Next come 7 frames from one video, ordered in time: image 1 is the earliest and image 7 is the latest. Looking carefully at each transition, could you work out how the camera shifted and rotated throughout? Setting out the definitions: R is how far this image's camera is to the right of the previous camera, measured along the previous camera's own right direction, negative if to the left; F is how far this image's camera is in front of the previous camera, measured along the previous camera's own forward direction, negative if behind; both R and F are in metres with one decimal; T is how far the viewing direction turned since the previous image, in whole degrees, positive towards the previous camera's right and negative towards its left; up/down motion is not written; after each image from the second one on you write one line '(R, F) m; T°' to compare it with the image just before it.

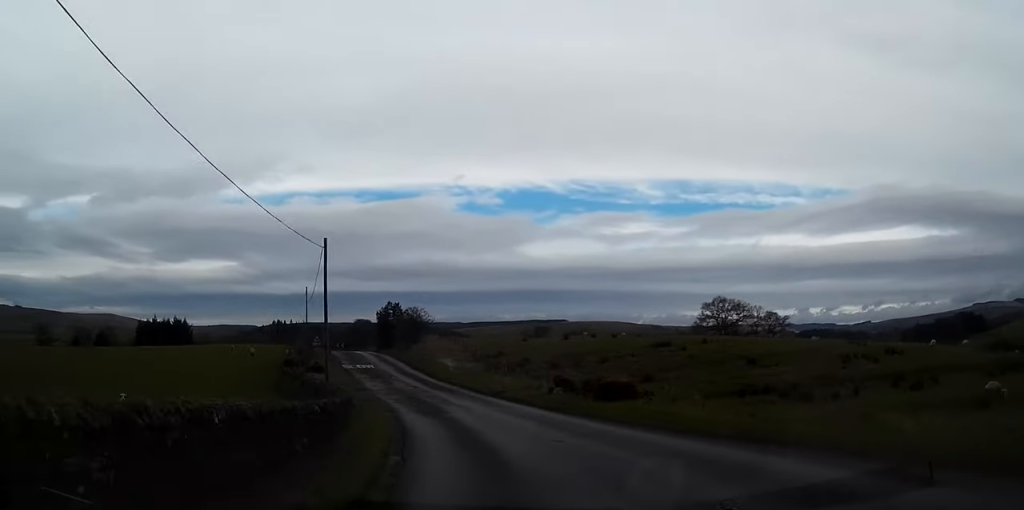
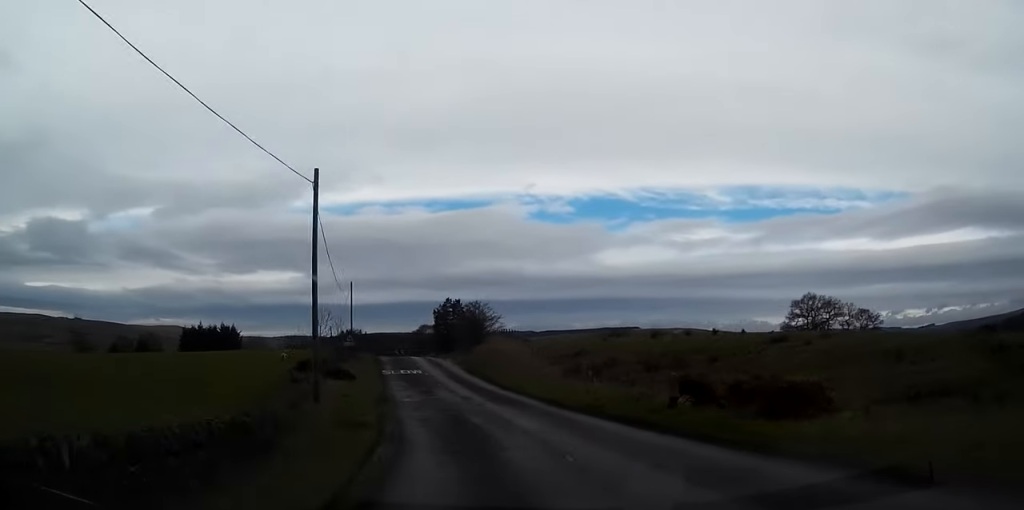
(+0.1, +12.2) m; -4°
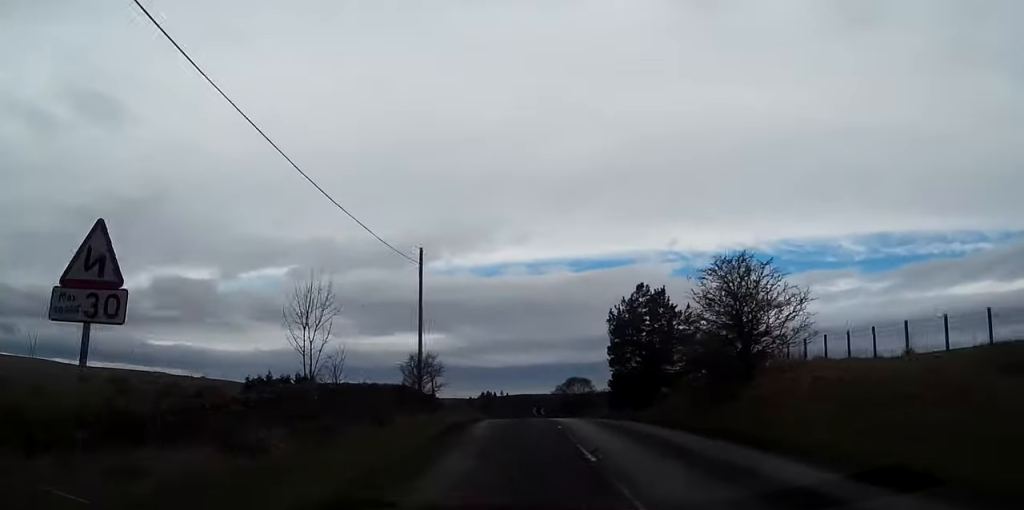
(-5.7, +41.9) m; -11°
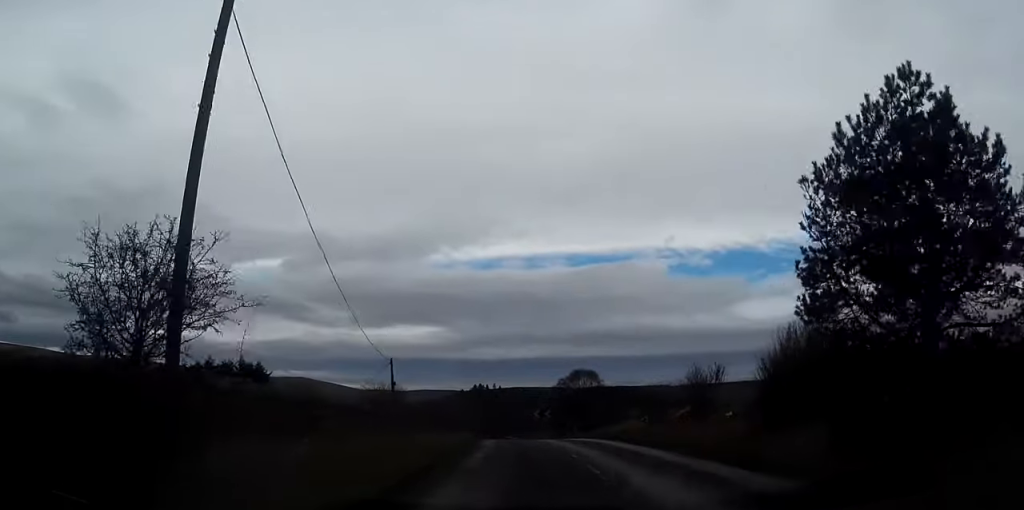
(-0.1, +24.2) m; -1°
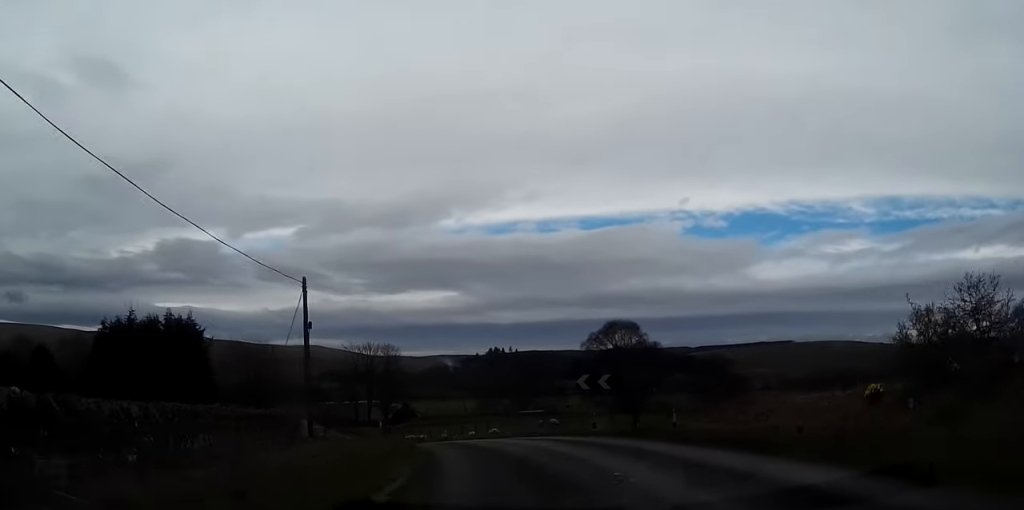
(-0.3, +27.1) m; -3°
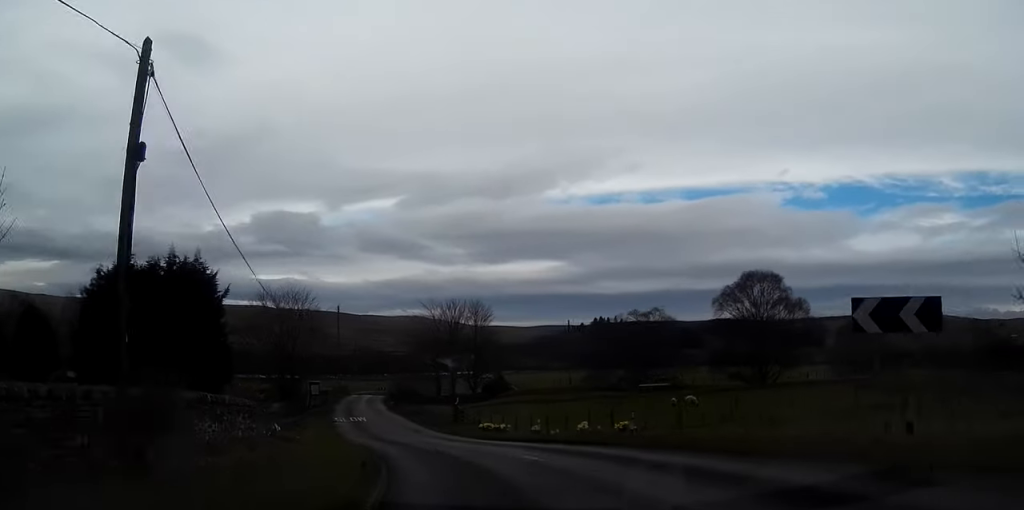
(-0.8, +19.7) m; -7°
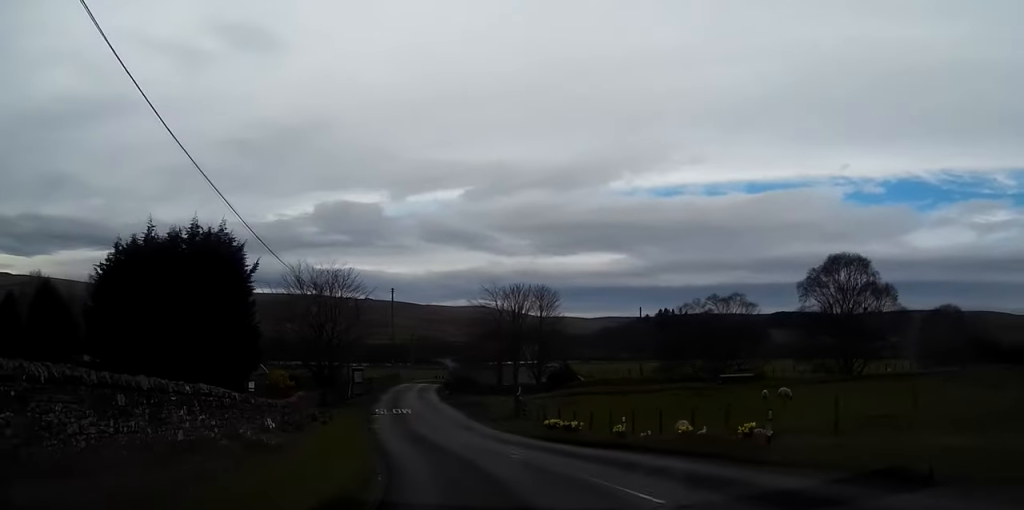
(-0.1, +7.1) m; -3°
